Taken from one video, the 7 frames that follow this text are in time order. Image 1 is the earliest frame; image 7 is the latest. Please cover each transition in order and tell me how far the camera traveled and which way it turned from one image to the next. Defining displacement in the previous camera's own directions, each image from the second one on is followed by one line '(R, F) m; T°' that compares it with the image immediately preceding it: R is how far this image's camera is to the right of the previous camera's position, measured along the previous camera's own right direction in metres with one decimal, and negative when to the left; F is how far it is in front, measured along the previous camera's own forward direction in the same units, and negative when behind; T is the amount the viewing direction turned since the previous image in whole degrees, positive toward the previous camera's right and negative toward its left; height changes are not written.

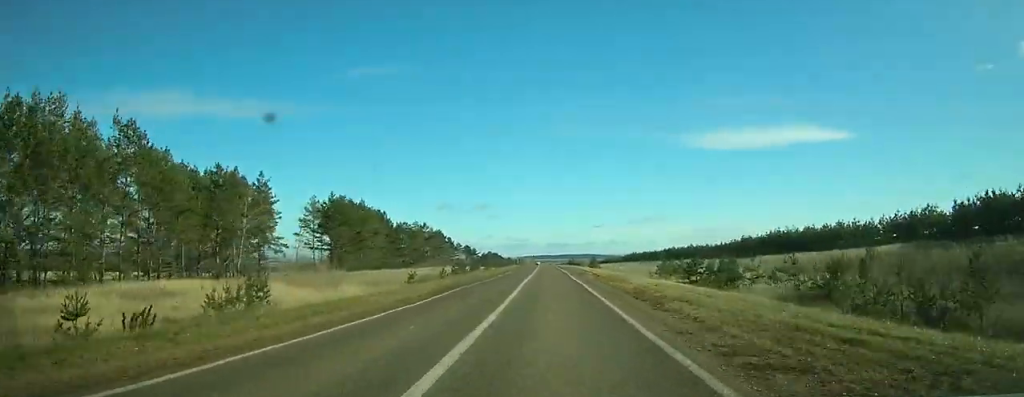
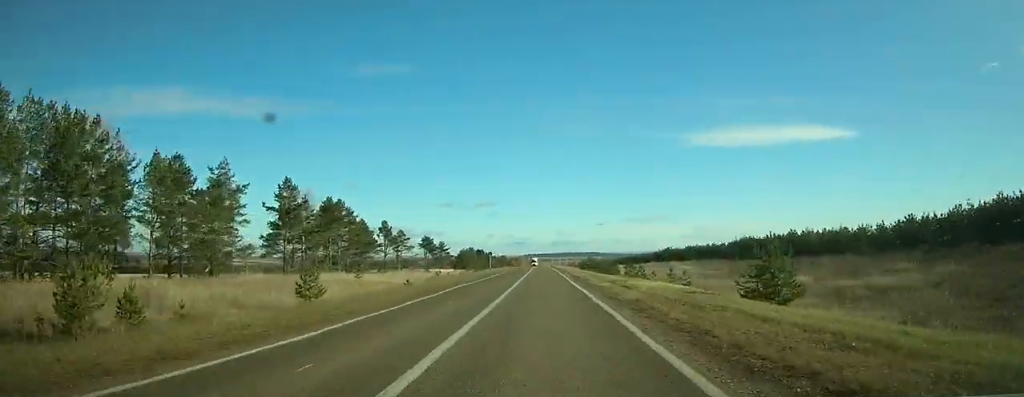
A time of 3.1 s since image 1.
(0.0, +83.2) m; 0°
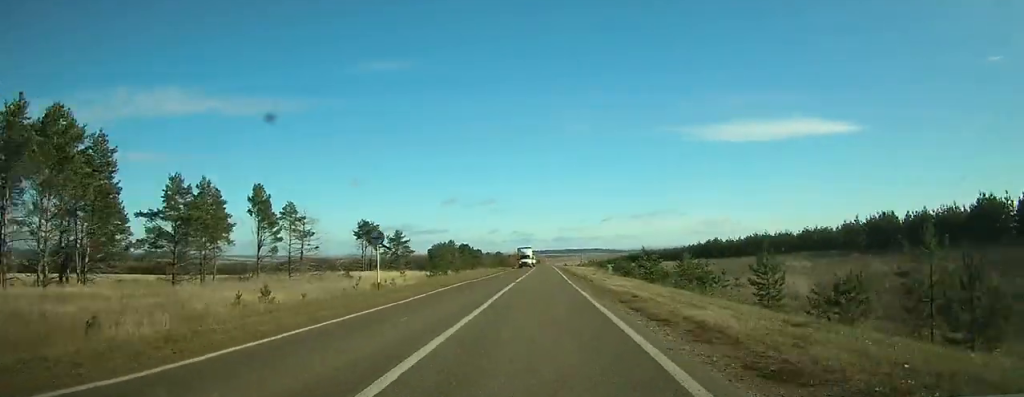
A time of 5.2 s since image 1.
(-0.3, +58.3) m; -1°
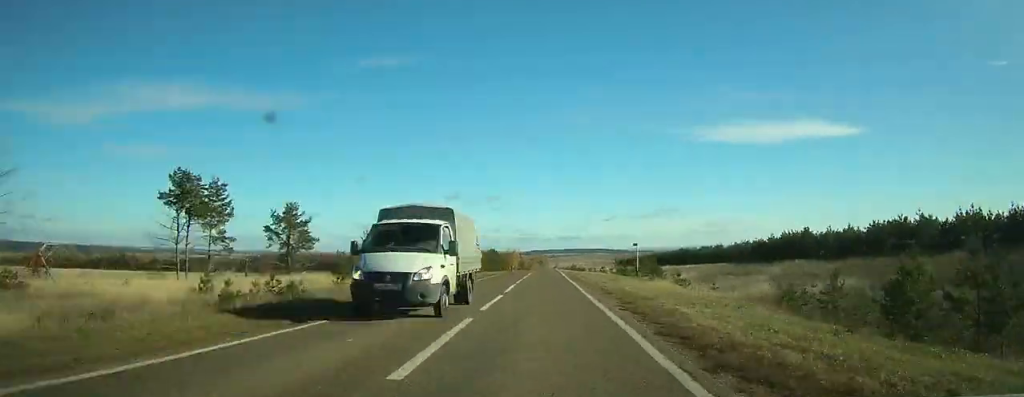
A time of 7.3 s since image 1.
(-0.2, +61.0) m; 0°
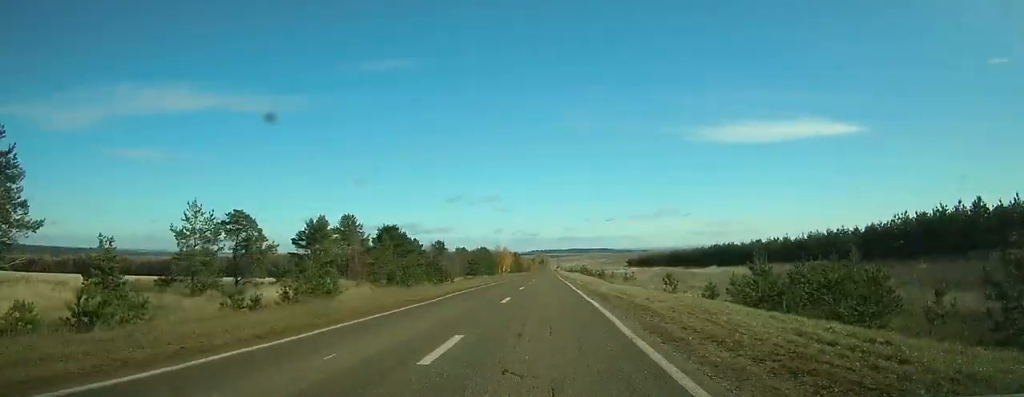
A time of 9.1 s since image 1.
(0.0, +49.2) m; 0°
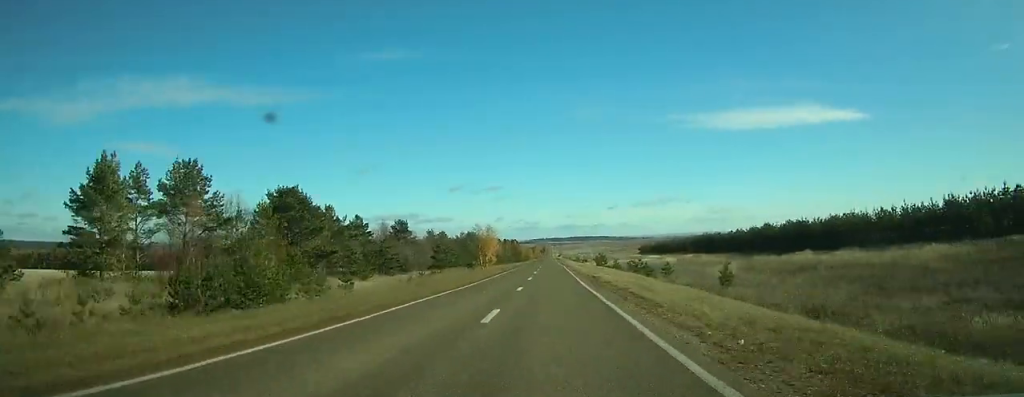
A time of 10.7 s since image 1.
(+0.1, +44.7) m; 0°
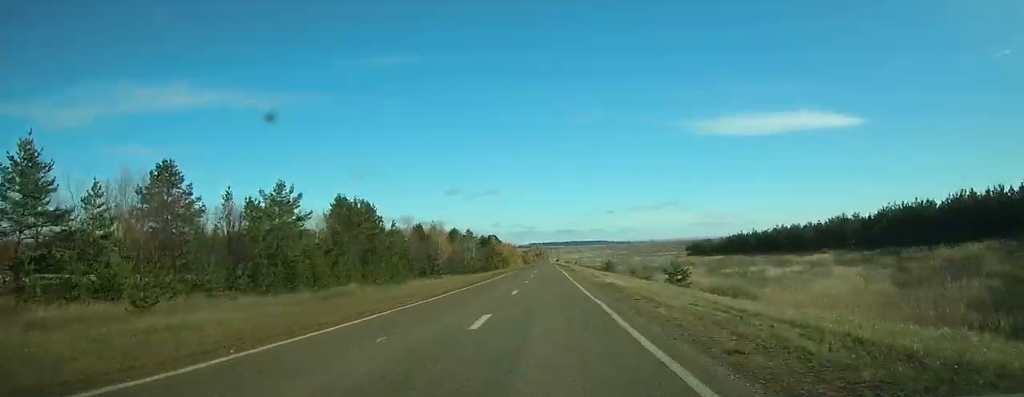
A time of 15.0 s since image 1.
(+0.1, +119.6) m; 0°
